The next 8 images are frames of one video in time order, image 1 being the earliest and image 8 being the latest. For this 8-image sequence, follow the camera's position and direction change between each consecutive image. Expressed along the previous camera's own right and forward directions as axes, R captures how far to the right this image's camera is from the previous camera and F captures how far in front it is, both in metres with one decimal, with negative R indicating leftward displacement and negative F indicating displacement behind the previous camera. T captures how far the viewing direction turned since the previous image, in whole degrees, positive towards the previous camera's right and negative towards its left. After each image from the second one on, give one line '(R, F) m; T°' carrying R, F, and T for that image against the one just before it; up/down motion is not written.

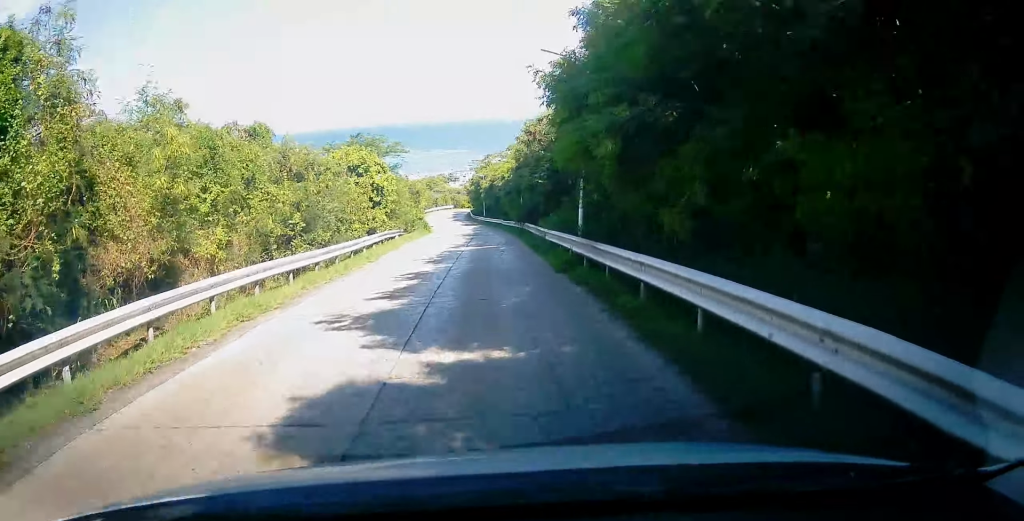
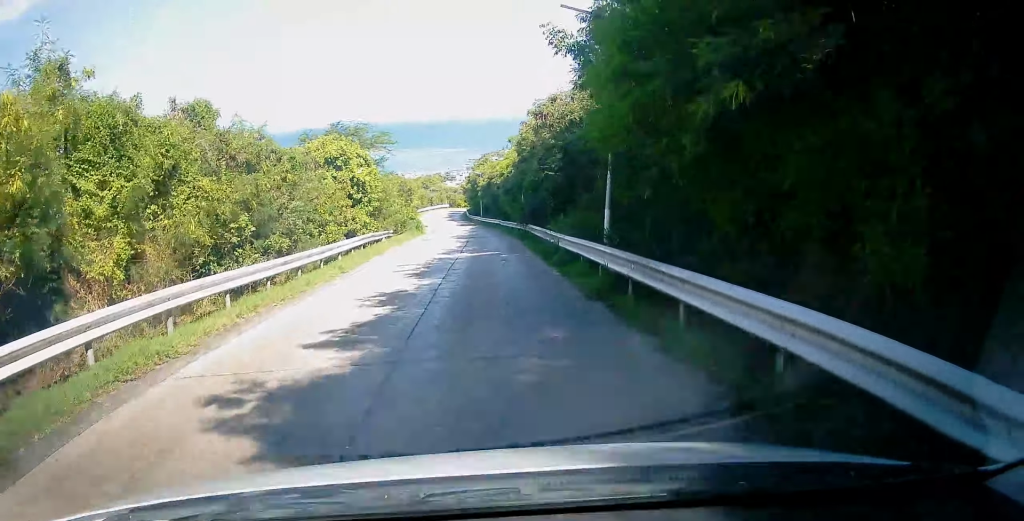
(-0.3, +3.5) m; 0°
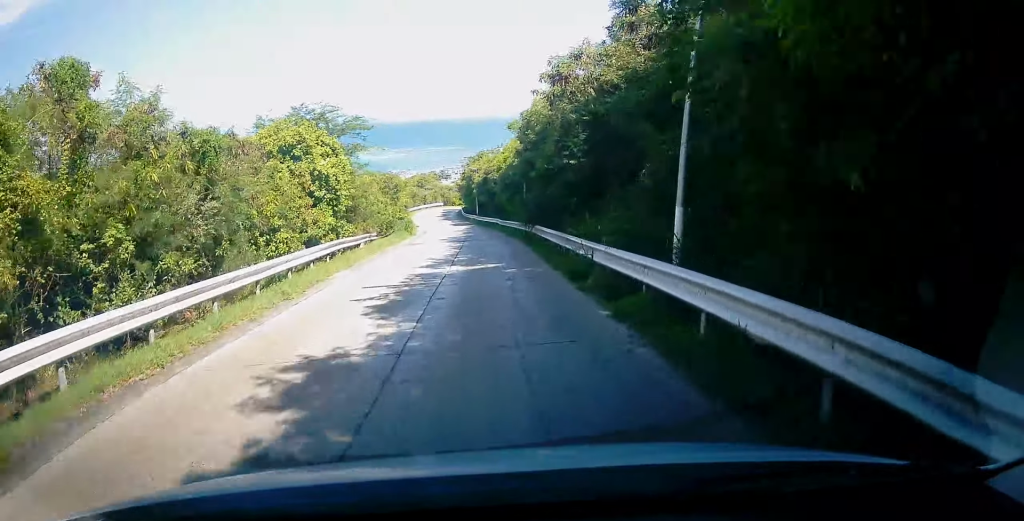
(+0.1, +4.6) m; +1°
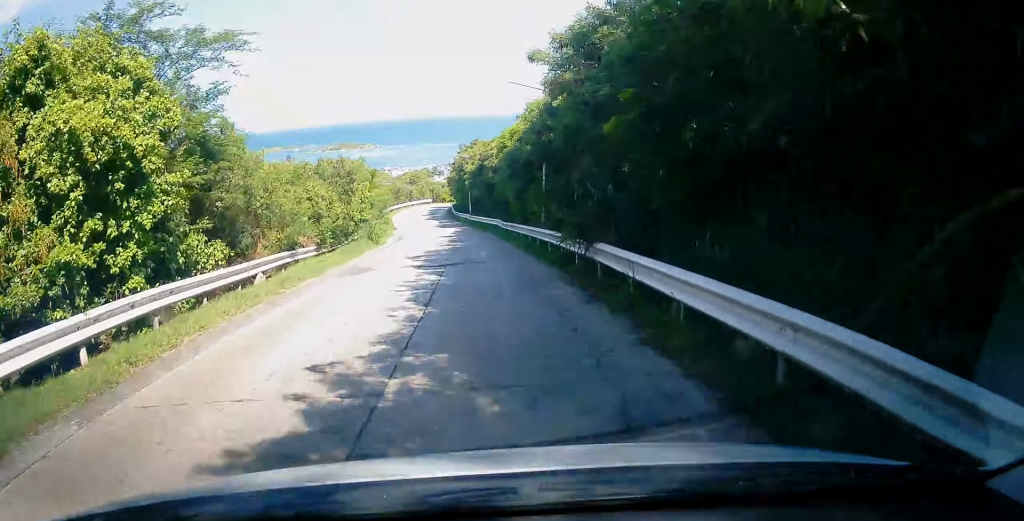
(+0.4, +11.4) m; +1°
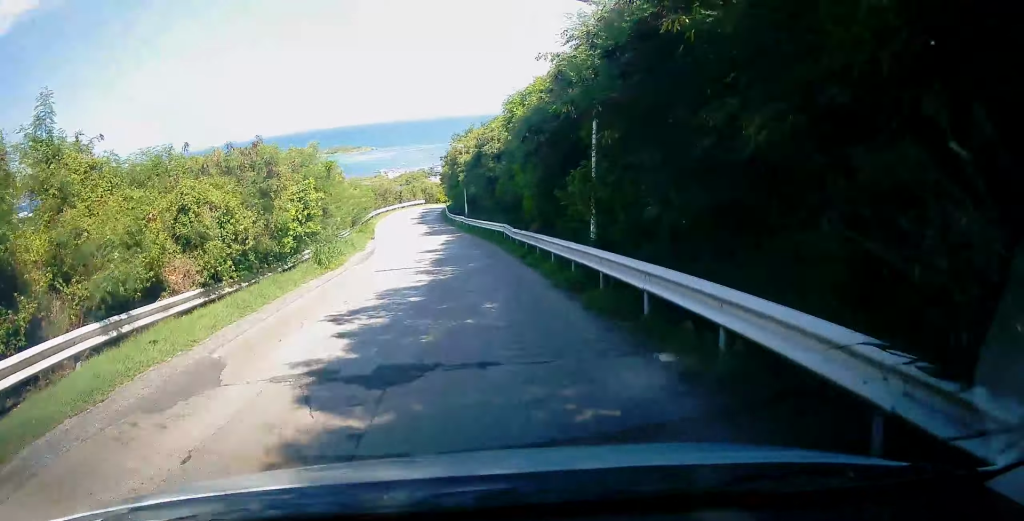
(-0.1, +9.2) m; -3°
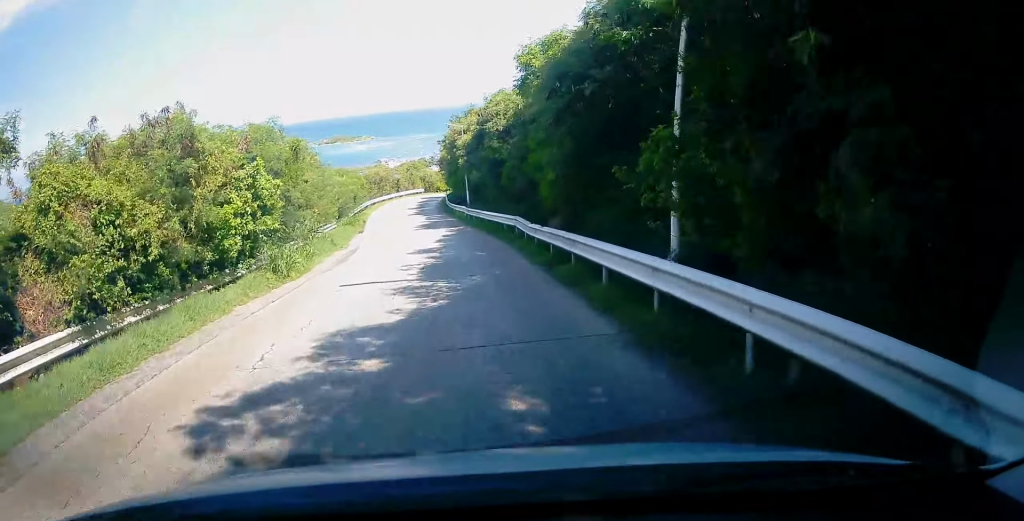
(-0.2, +4.6) m; 0°
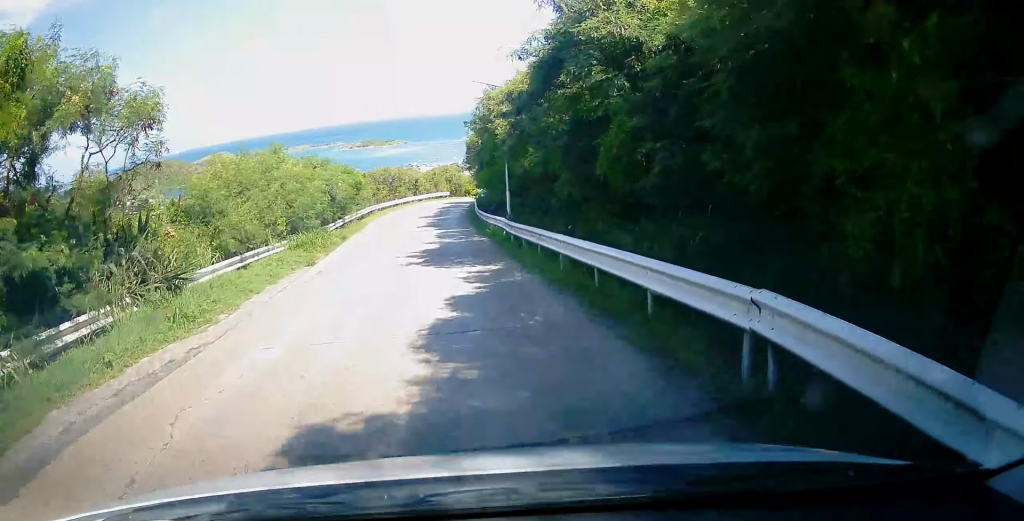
(+0.4, +14.1) m; 0°
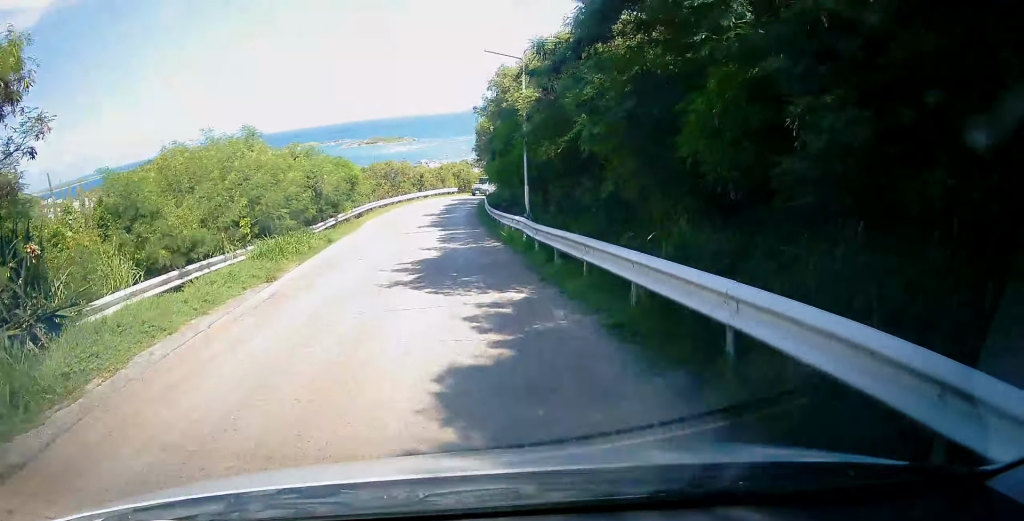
(-0.3, +4.0) m; -3°
